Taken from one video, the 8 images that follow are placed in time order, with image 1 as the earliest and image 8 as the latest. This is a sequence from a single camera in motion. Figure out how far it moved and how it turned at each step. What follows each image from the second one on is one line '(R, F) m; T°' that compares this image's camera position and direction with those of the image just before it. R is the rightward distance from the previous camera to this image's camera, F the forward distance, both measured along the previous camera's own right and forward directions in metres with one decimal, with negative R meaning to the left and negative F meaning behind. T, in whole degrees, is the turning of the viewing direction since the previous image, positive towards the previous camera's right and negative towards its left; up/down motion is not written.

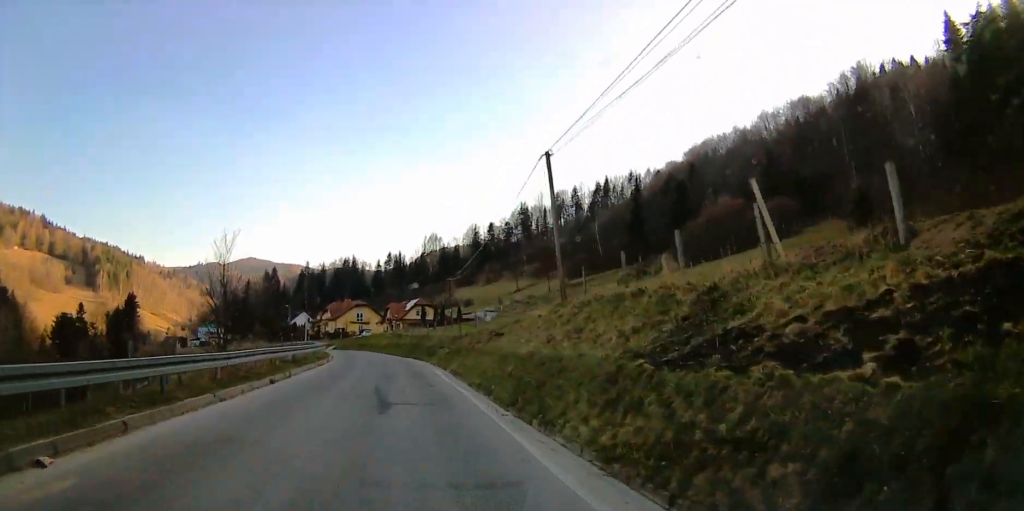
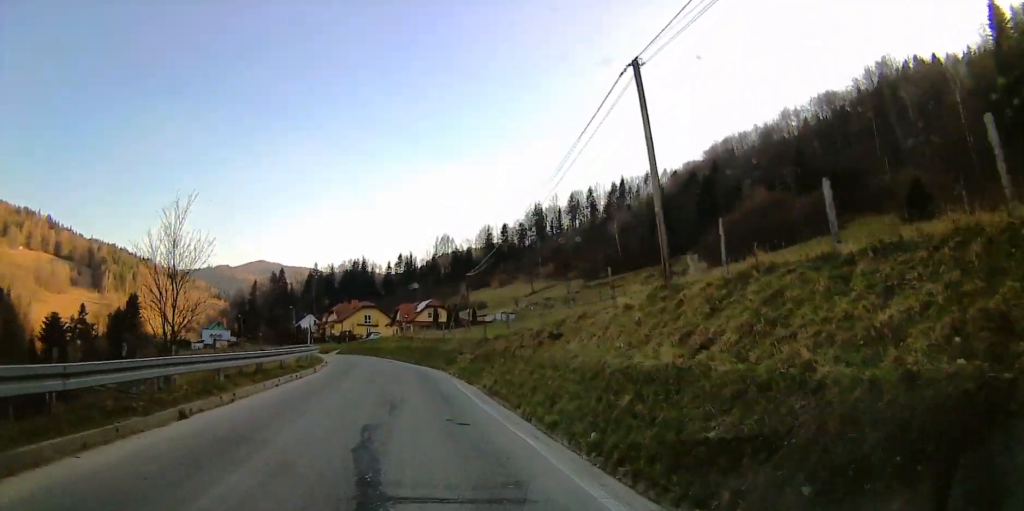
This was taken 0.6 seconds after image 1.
(0.0, +8.4) m; -1°
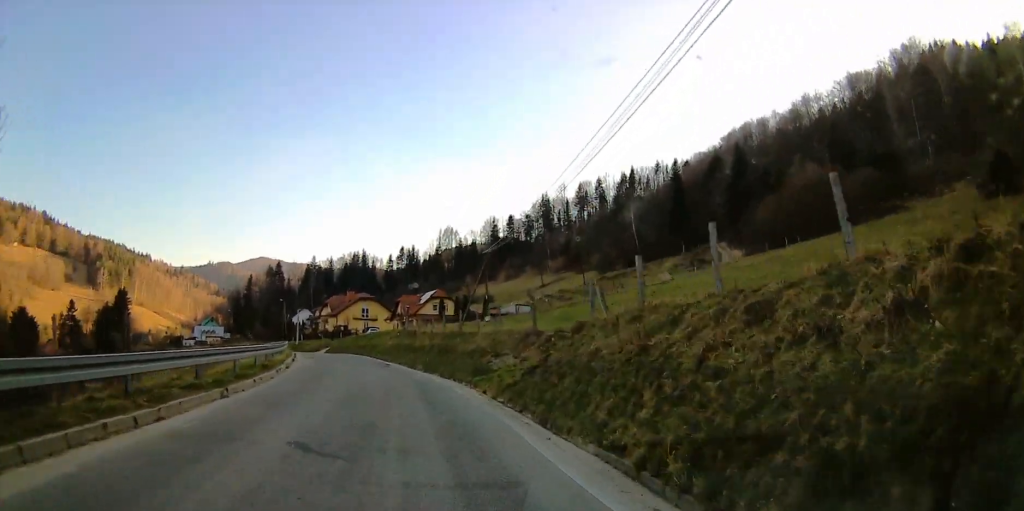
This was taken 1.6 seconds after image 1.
(-0.4, +12.7) m; -2°
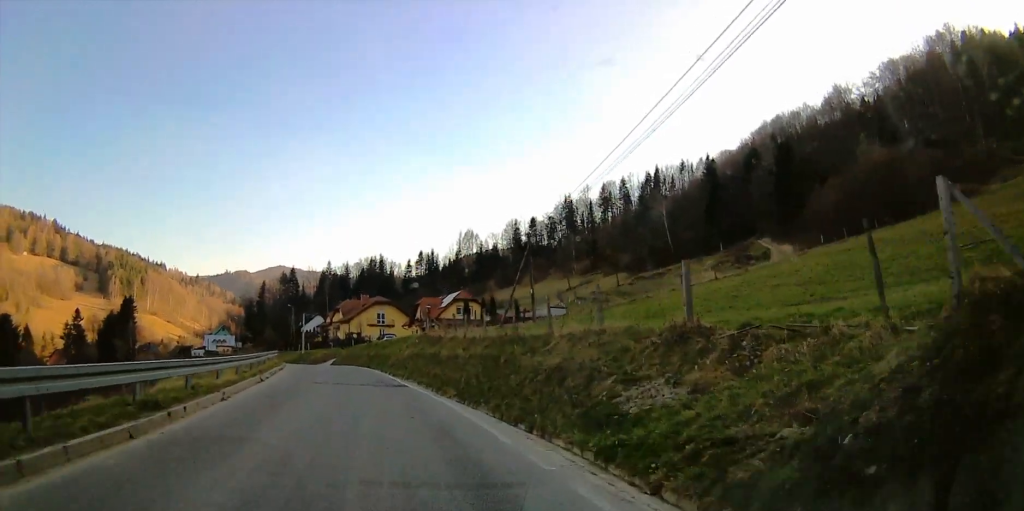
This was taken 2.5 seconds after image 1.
(0.0, +10.2) m; 0°
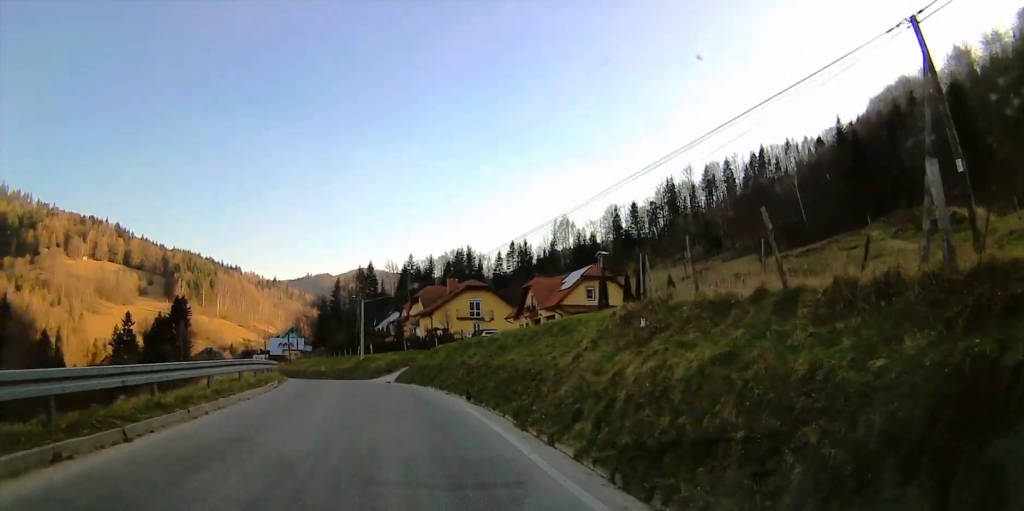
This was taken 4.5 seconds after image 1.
(-1.9, +24.1) m; -11°
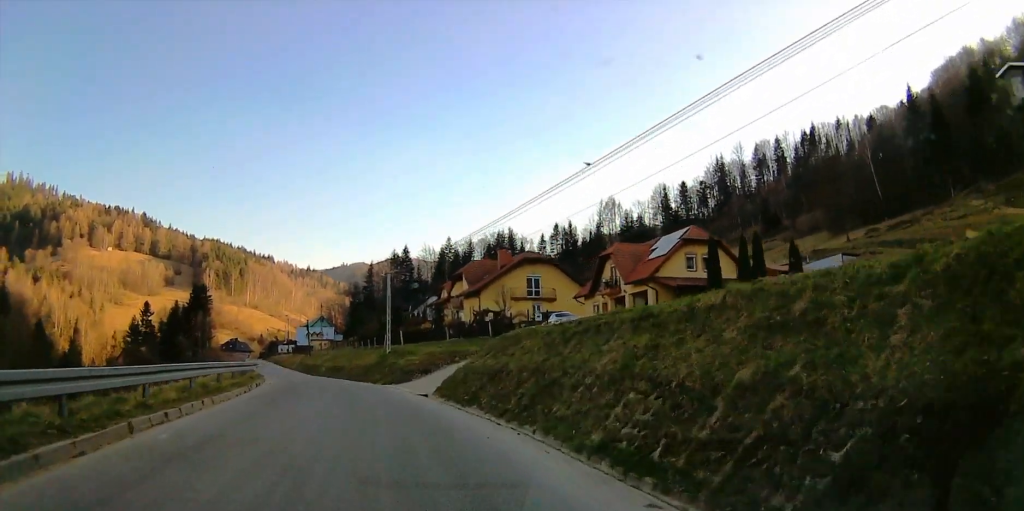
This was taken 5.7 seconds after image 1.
(-0.5, +15.3) m; -3°
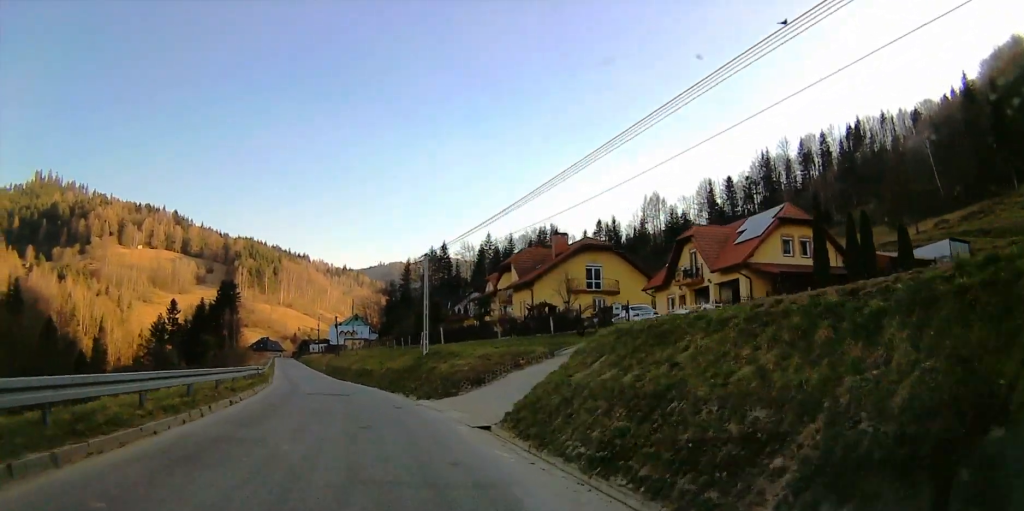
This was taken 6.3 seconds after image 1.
(0.0, +9.5) m; -3°
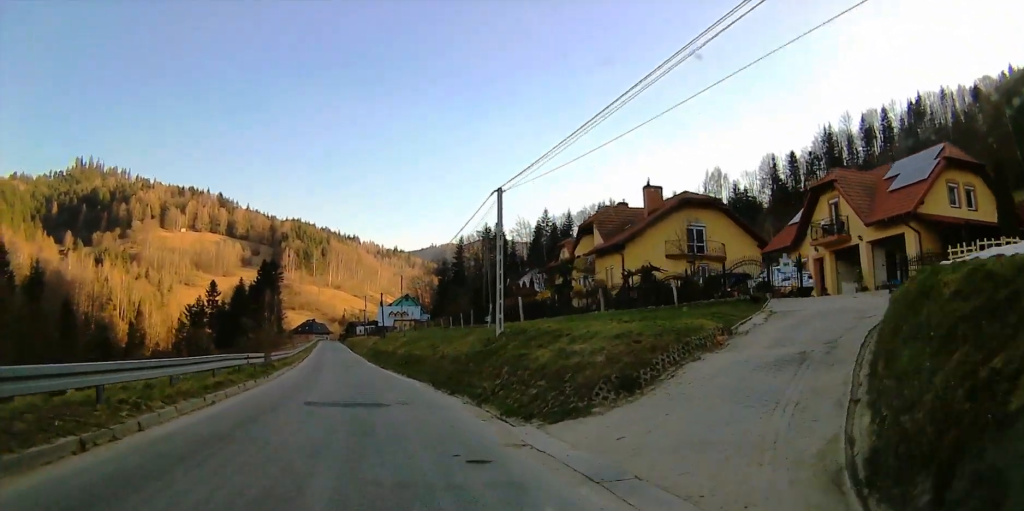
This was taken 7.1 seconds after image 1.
(-0.6, +11.7) m; -3°
